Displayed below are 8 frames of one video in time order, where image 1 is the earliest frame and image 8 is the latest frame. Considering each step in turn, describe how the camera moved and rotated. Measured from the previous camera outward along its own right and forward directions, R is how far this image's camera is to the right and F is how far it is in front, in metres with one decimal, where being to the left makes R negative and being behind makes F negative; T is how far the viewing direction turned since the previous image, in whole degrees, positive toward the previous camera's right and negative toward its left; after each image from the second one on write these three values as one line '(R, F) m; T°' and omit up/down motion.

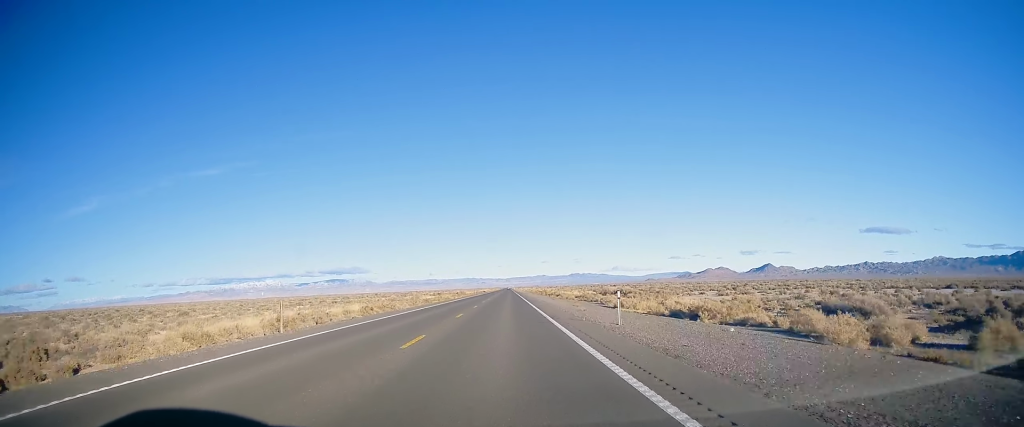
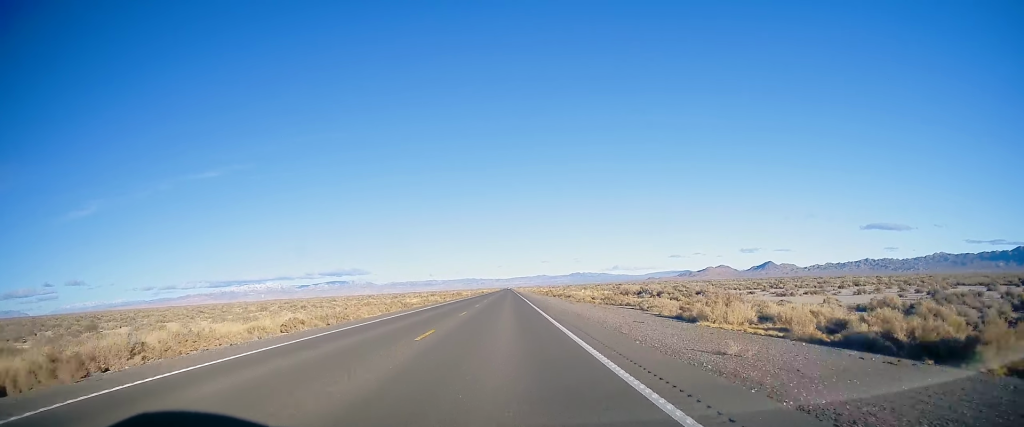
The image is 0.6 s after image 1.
(+0.1, +22.3) m; 0°
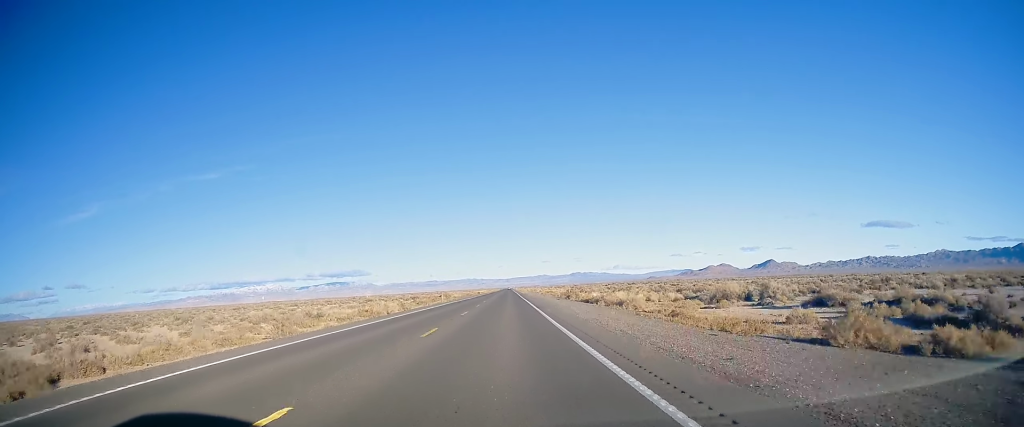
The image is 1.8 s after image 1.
(-0.3, +47.7) m; 0°
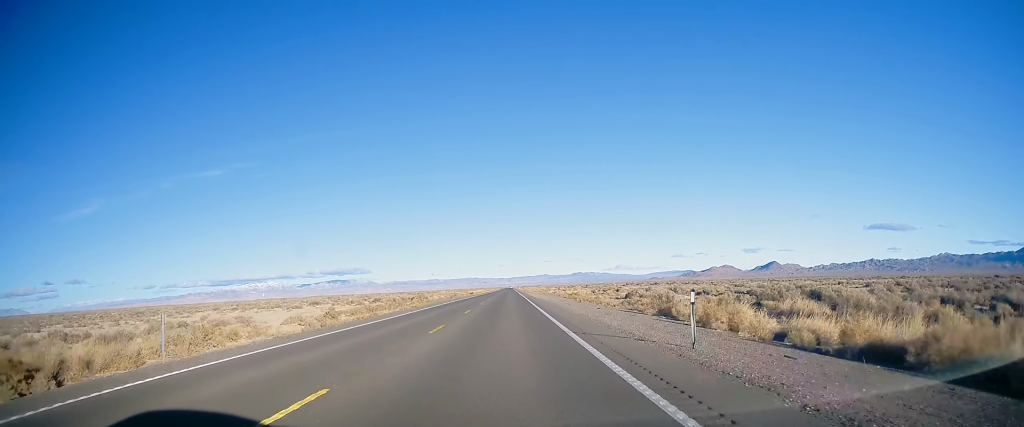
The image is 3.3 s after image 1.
(+0.5, +59.8) m; 0°
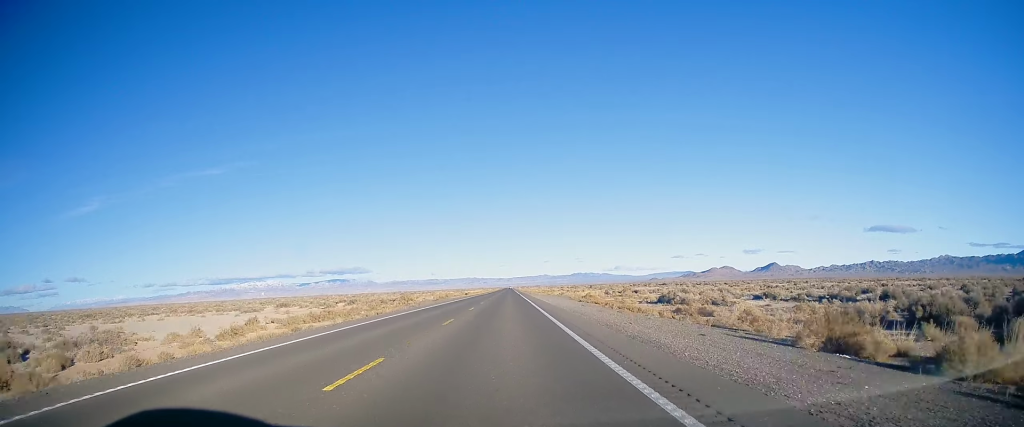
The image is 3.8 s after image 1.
(-0.1, +21.3) m; 0°
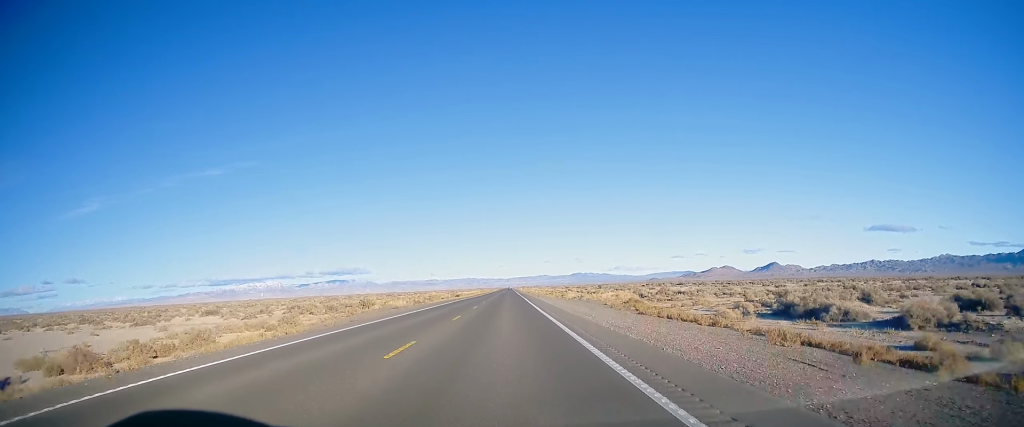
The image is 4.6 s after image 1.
(-0.3, +33.3) m; 0°
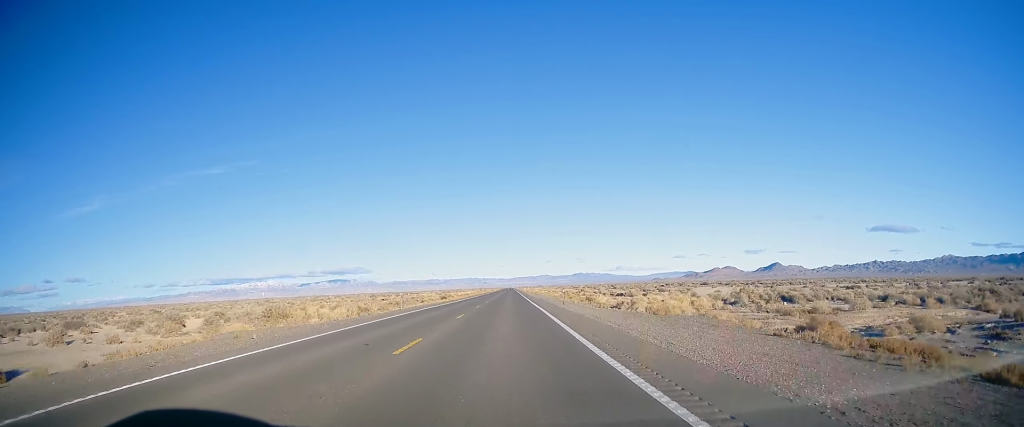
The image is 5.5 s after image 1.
(+0.2, +36.0) m; +1°
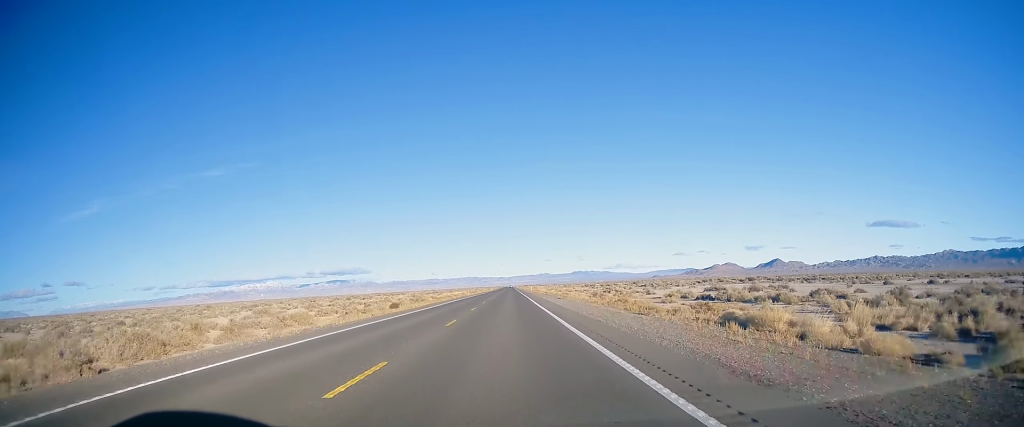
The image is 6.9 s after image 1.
(+0.1, +52.7) m; 0°
